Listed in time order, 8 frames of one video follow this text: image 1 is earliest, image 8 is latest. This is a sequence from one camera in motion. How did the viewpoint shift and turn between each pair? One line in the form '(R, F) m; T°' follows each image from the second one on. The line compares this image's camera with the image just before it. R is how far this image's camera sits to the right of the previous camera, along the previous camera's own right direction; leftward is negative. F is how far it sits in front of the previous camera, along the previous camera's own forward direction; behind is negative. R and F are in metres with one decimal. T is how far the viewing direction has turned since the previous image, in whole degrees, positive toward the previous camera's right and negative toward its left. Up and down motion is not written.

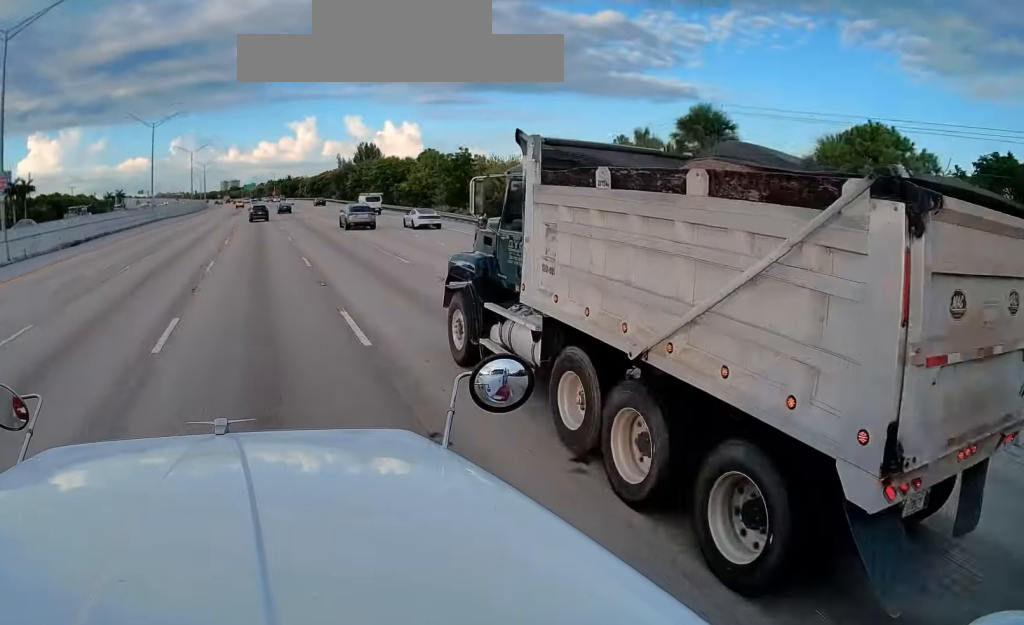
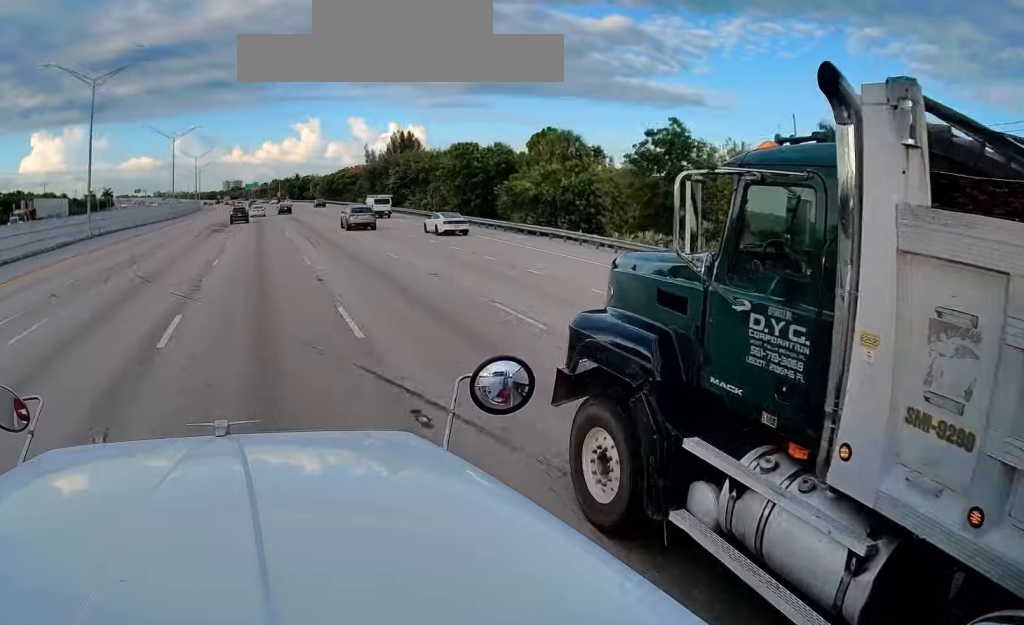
(-0.2, +36.0) m; -1°
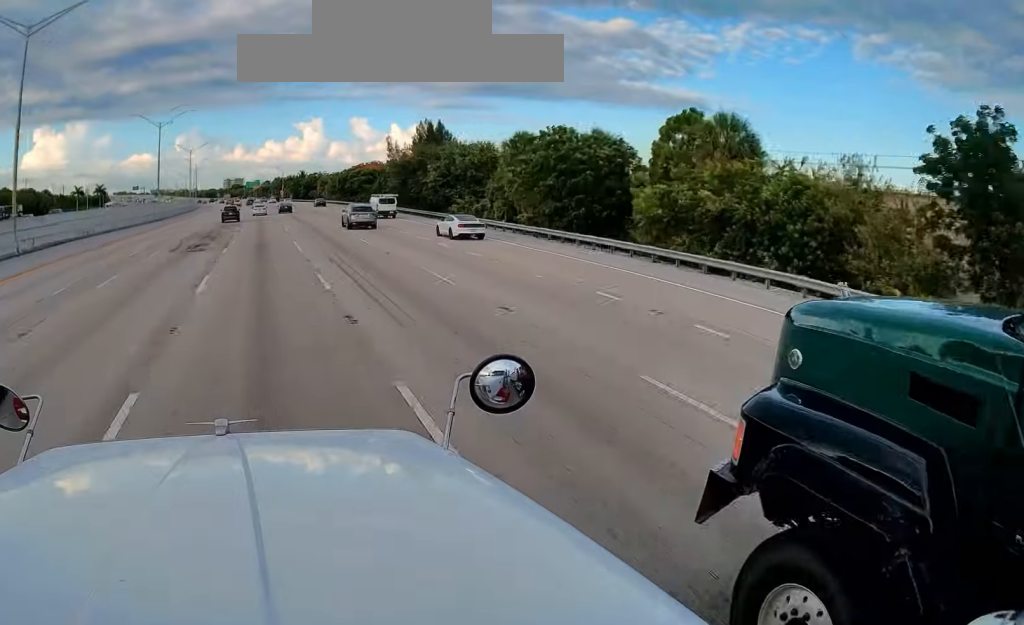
(-0.2, +18.5) m; -1°
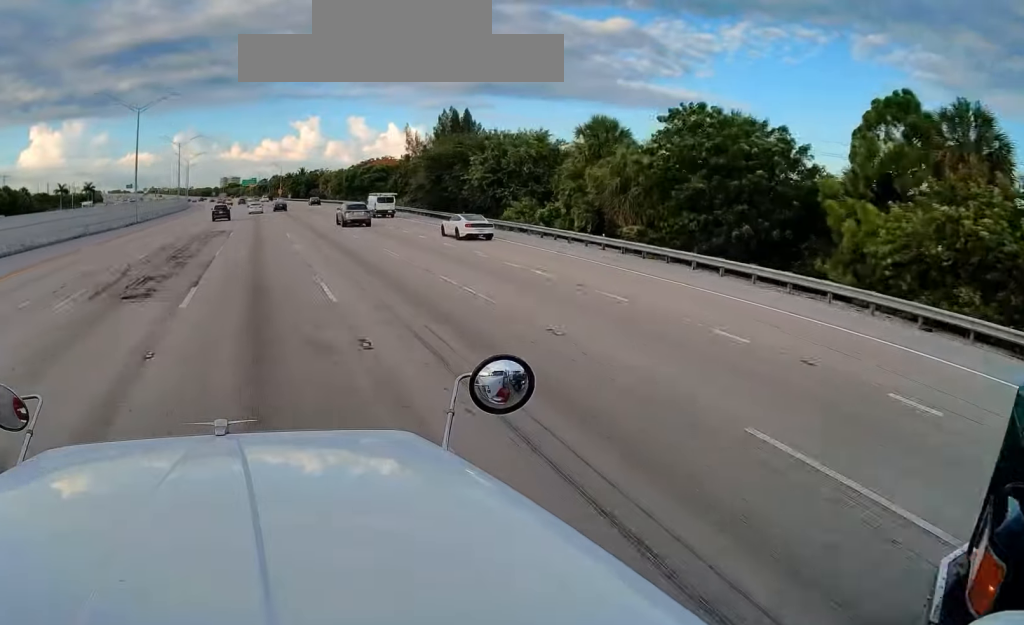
(0.0, +14.8) m; 0°
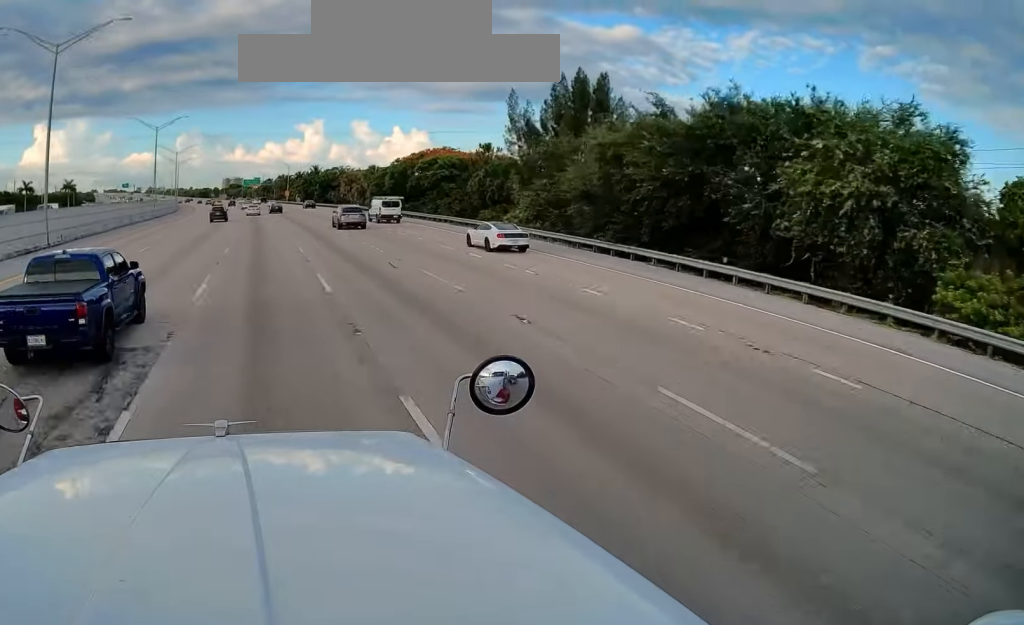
(+0.4, +35.1) m; 0°
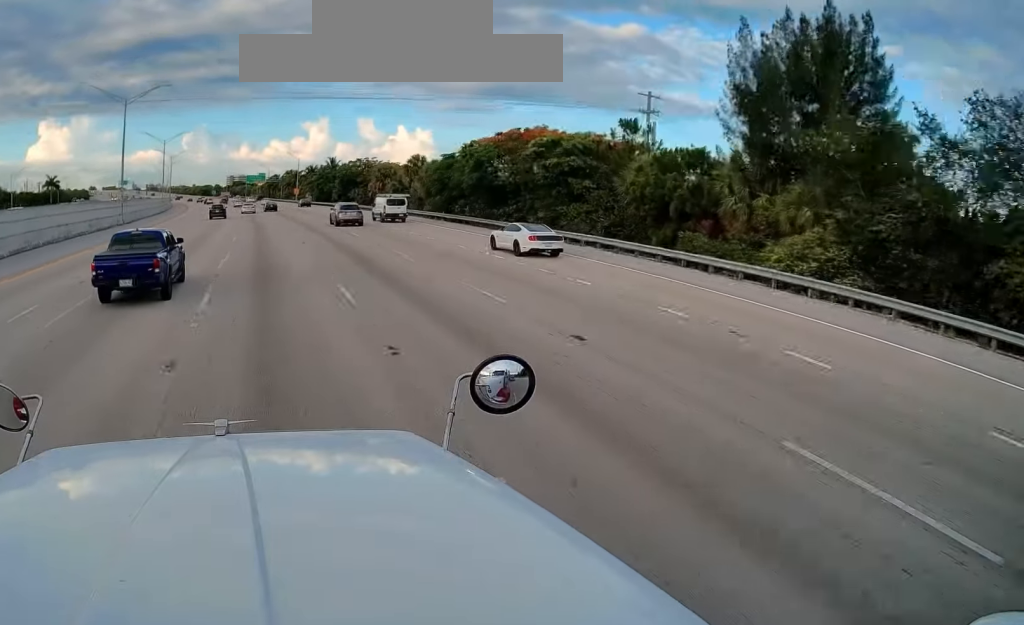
(-0.2, +26.8) m; -1°
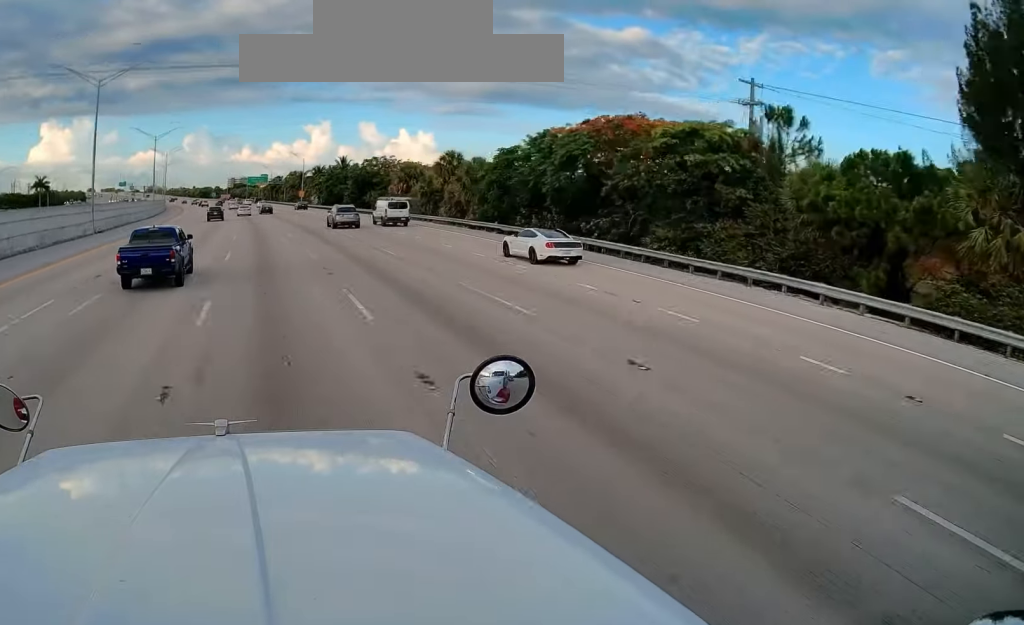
(-0.1, +13.8) m; 0°
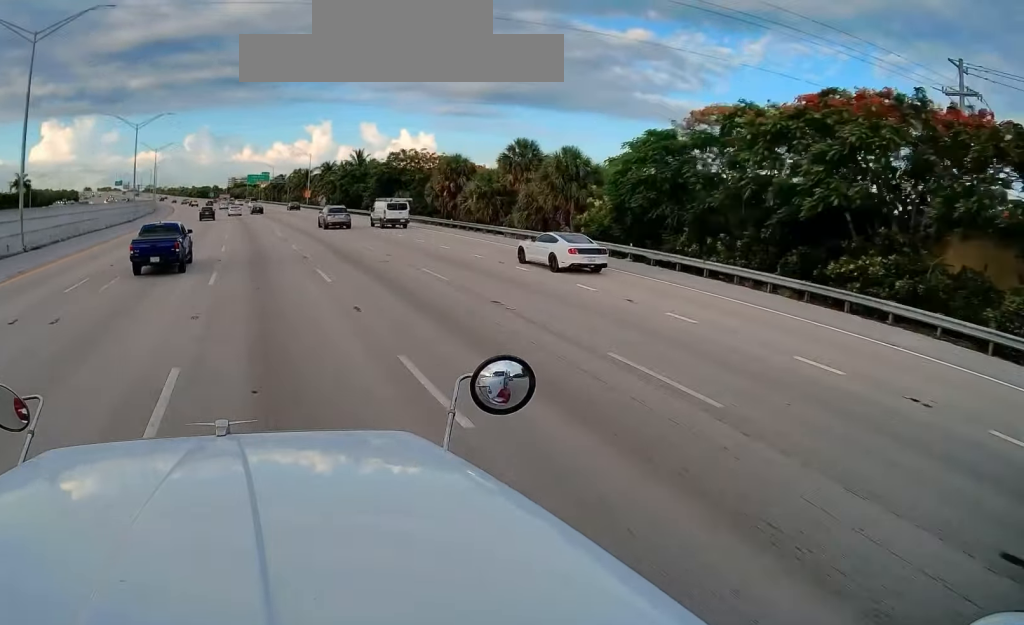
(0.0, +18.5) m; 0°
